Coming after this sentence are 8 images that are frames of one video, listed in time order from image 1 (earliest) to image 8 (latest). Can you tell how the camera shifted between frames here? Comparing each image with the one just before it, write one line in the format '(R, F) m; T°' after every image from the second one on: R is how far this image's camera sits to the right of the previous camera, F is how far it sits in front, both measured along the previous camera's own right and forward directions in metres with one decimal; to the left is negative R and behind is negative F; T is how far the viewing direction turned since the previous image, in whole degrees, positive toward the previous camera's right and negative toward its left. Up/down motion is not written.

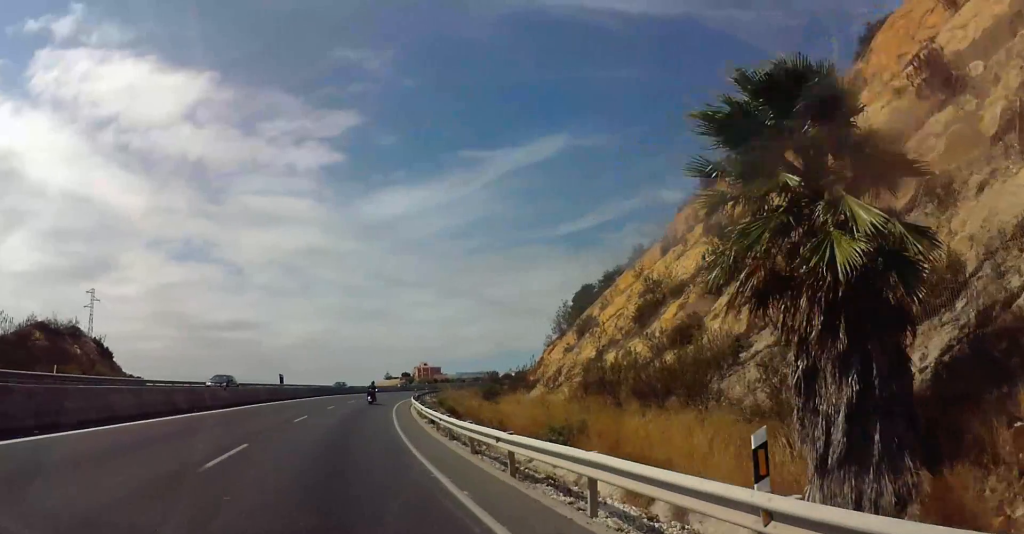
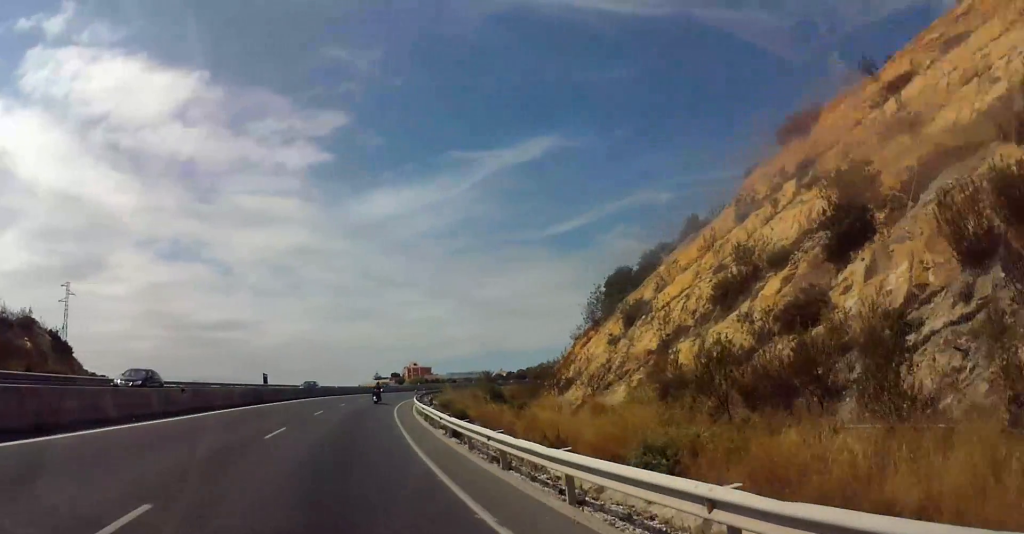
(+0.6, +7.2) m; +2°
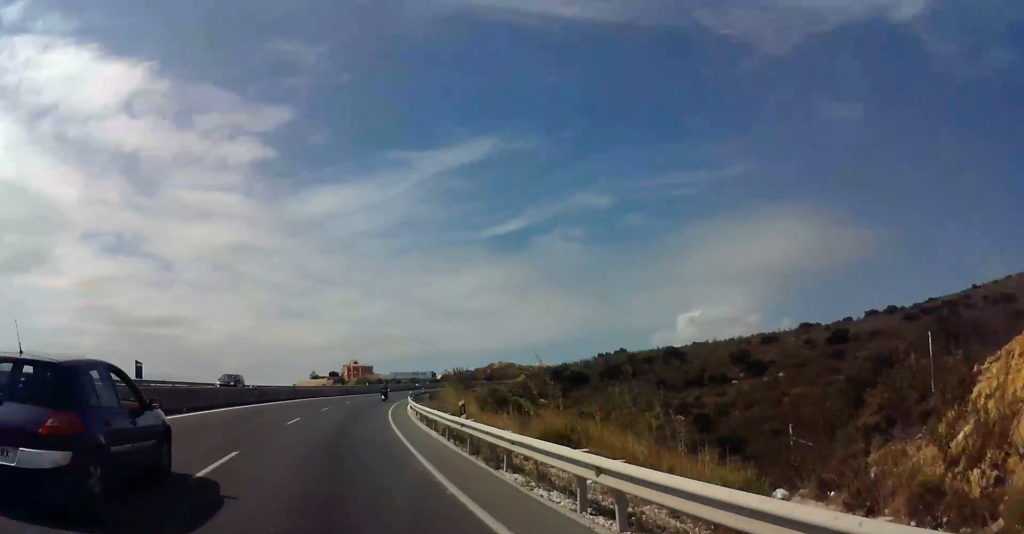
(+1.6, +33.2) m; +3°
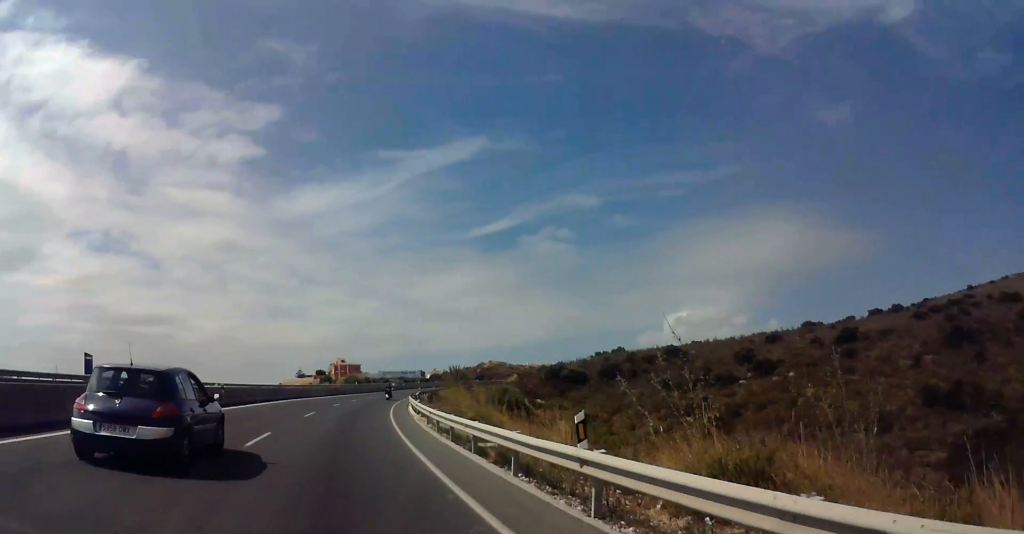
(-0.2, +8.7) m; +1°
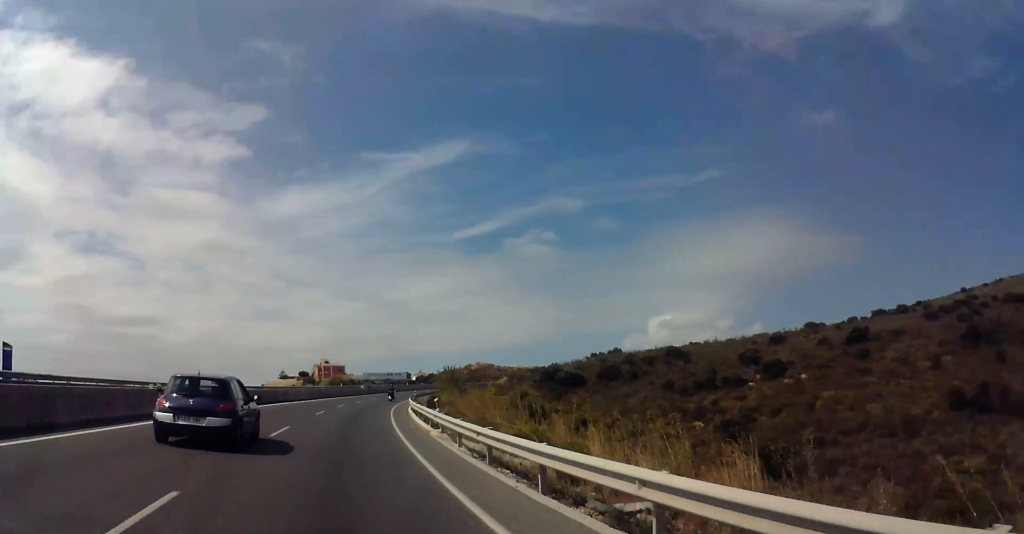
(+0.2, +9.3) m; +2°
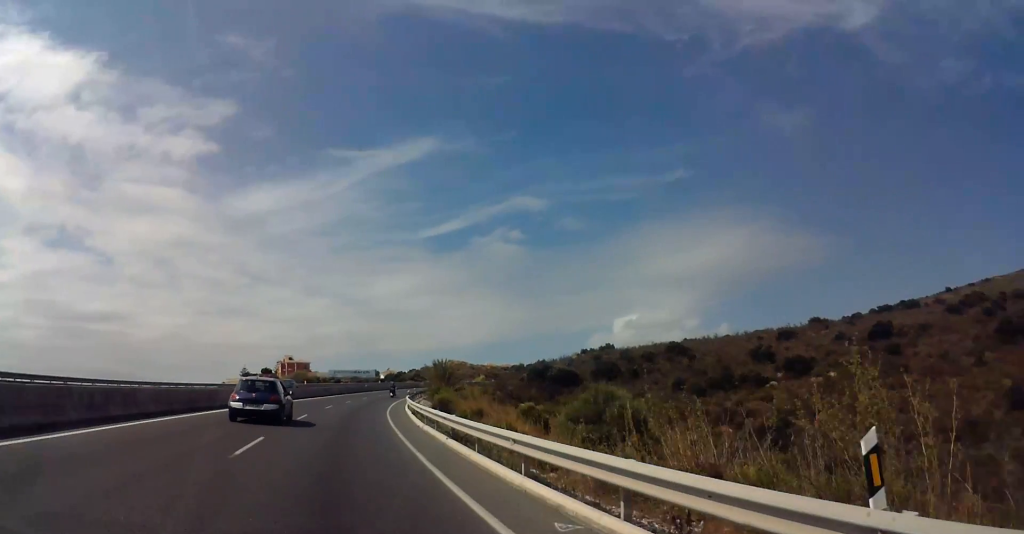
(+0.8, +19.4) m; +2°
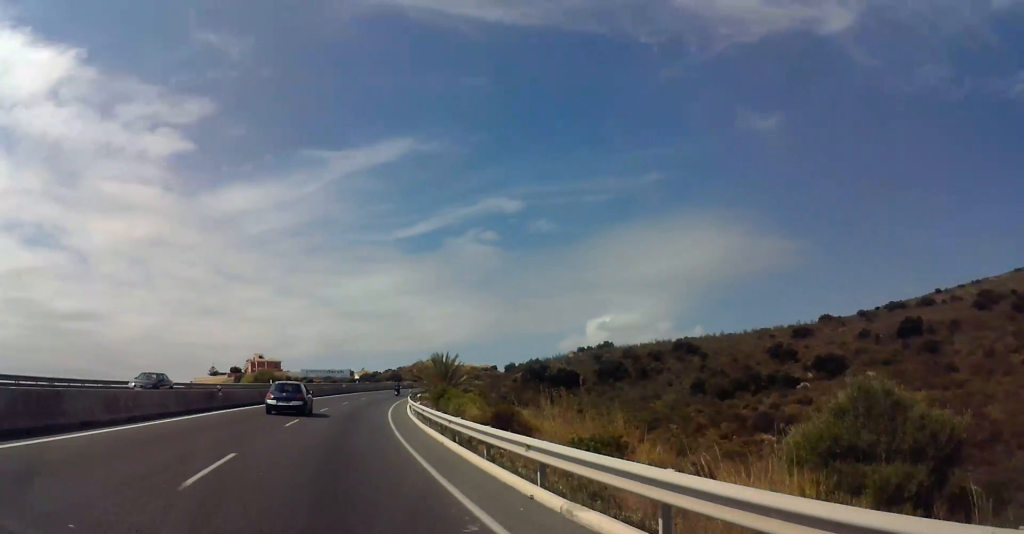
(0.0, +16.5) m; +2°
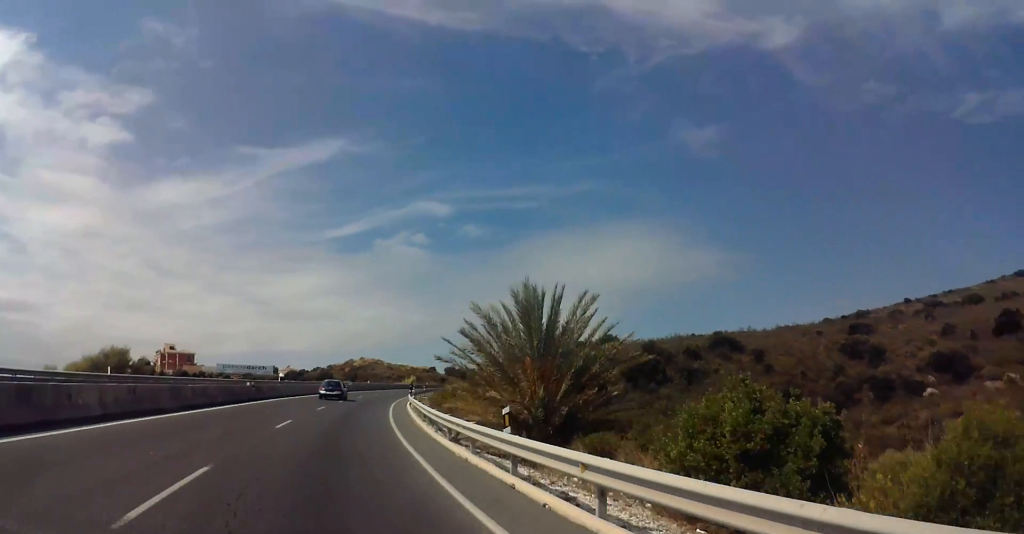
(+3.6, +42.2) m; +7°
